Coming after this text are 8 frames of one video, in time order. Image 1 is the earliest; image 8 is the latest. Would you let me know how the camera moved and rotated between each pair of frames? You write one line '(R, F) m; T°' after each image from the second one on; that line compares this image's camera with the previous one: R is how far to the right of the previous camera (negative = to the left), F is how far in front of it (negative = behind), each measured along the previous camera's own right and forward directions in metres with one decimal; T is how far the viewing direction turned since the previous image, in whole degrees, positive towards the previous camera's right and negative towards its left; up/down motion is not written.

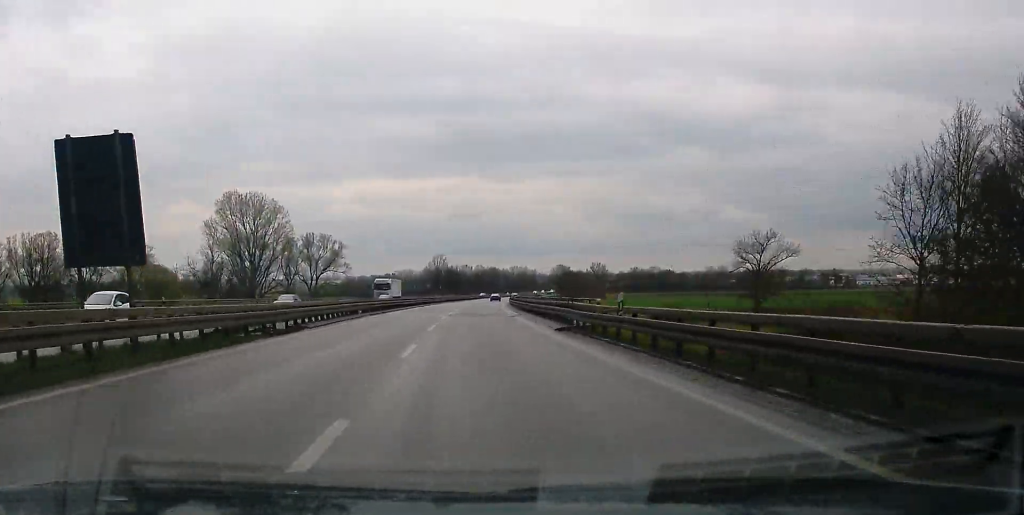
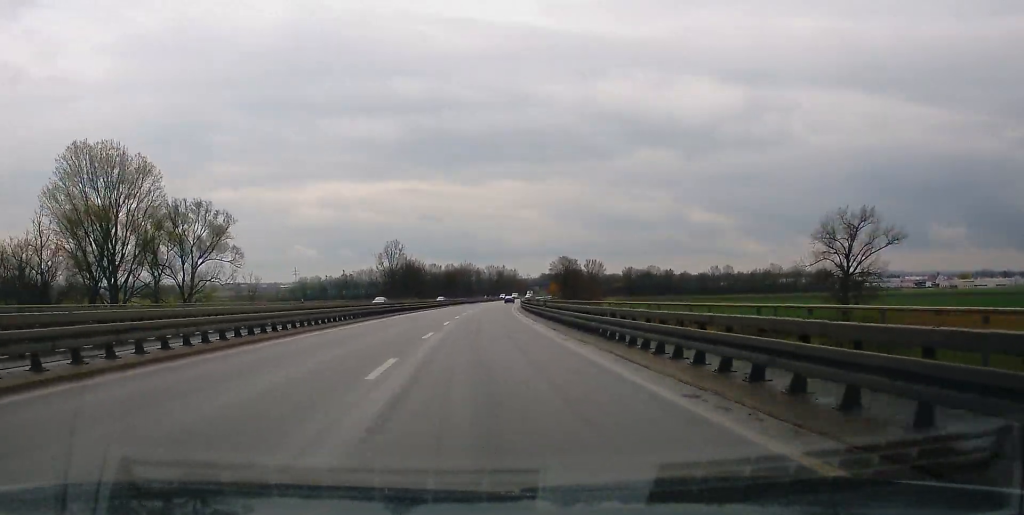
(+1.5, +76.6) m; +3°
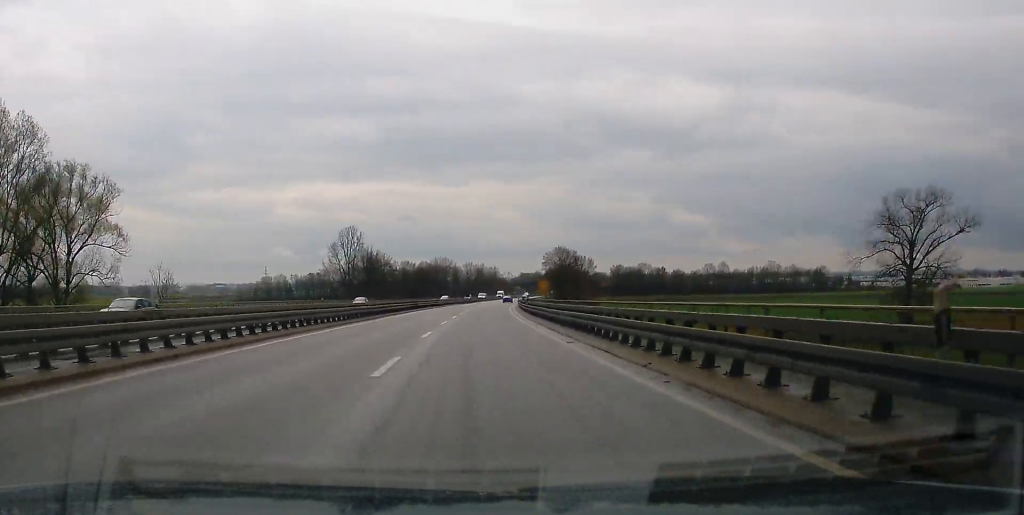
(+0.3, +35.4) m; +2°
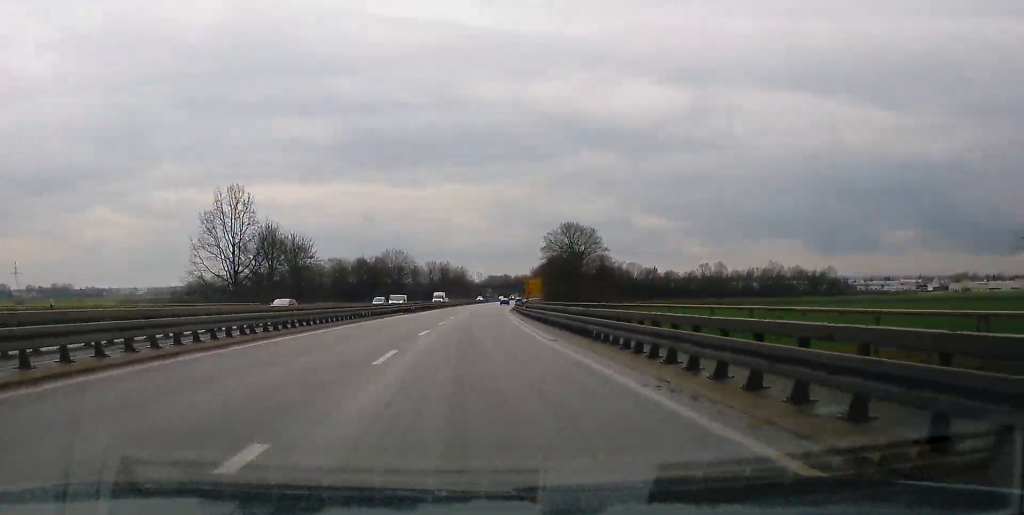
(+1.3, +57.5) m; +2°
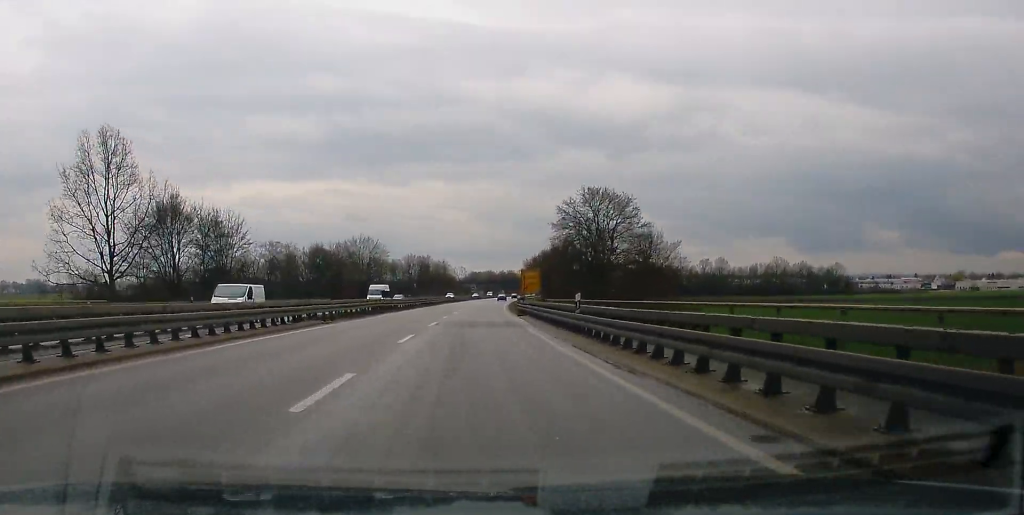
(+0.4, +30.4) m; +1°
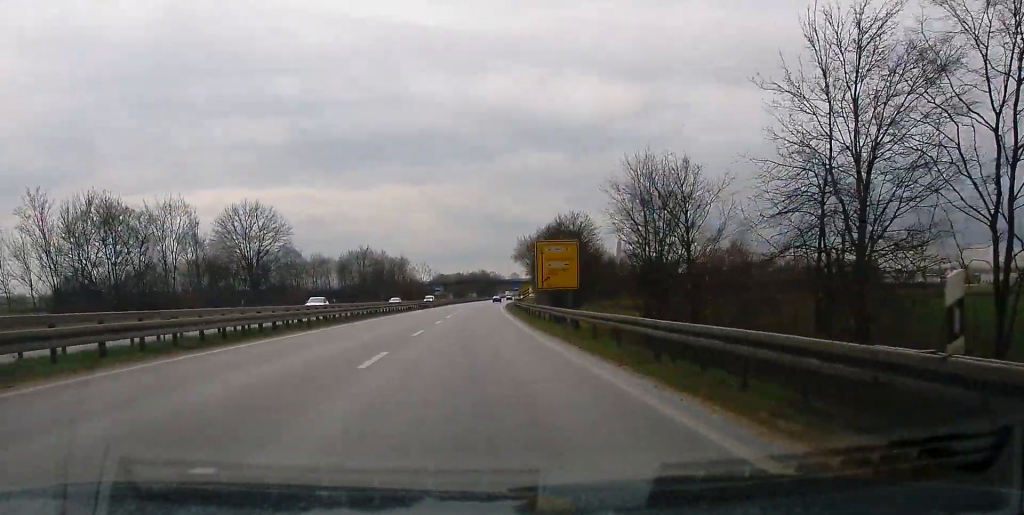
(+1.3, +65.5) m; +2°
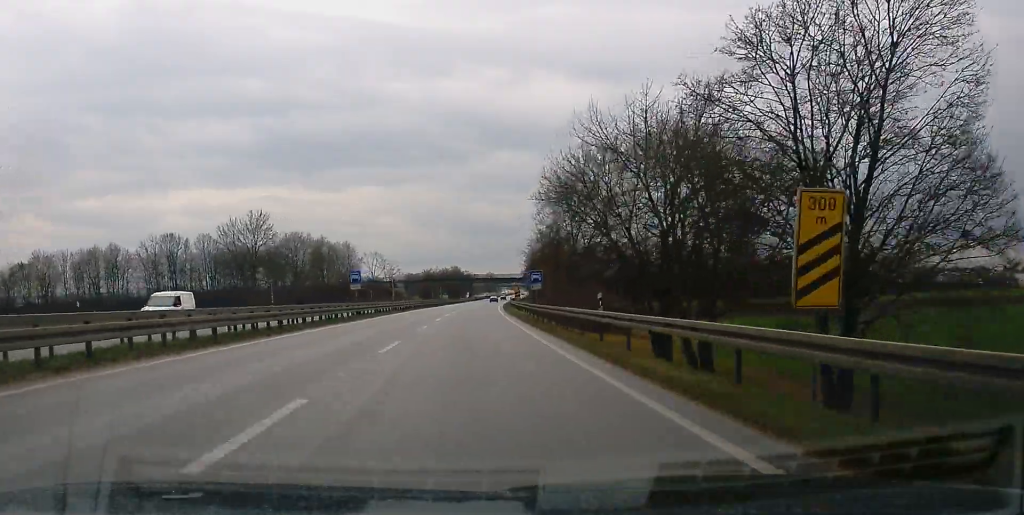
(+1.1, +64.8) m; +2°
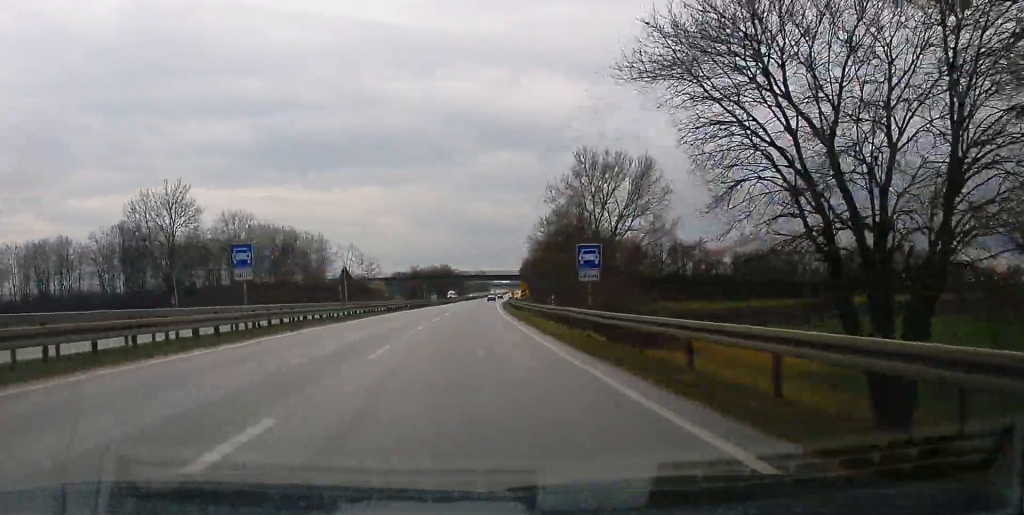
(+0.3, +24.9) m; +1°
